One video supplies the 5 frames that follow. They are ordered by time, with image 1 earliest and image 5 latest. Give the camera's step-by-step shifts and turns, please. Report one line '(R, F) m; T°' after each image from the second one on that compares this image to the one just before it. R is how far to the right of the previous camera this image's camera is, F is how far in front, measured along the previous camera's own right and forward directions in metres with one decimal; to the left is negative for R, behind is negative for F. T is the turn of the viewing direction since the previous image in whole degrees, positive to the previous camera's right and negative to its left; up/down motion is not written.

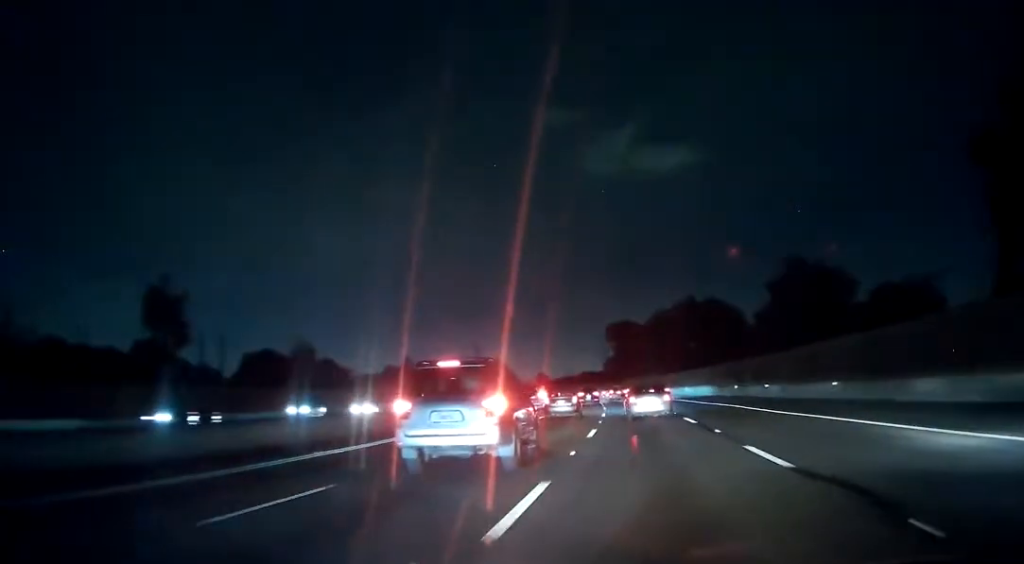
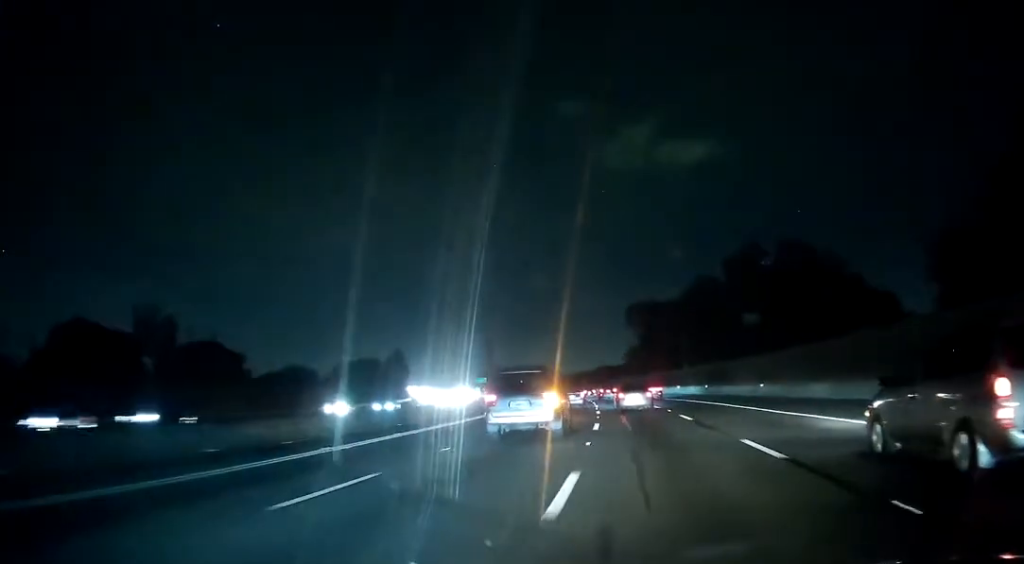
(-0.5, +43.1) m; -1°
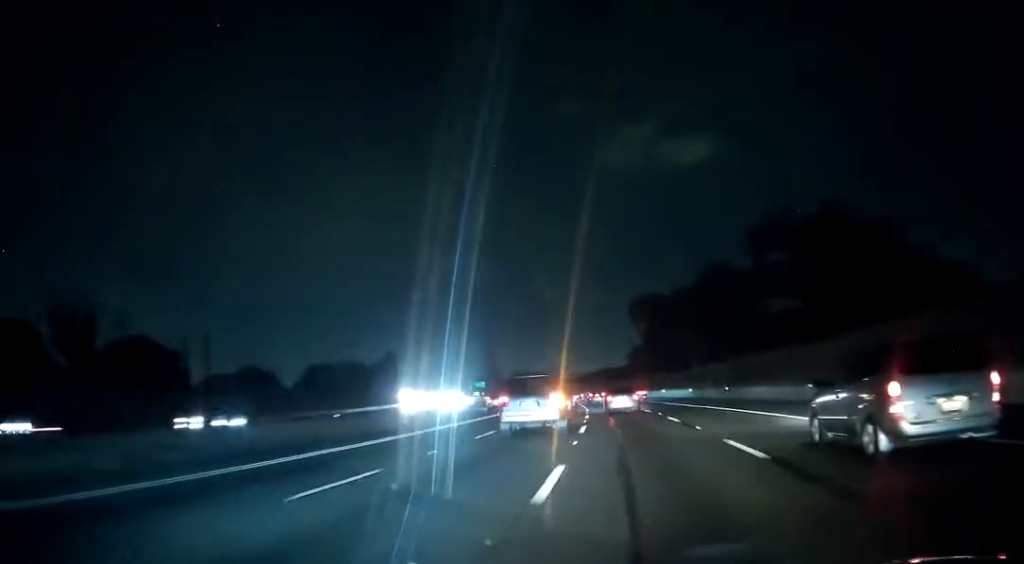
(-0.1, +14.1) m; 0°
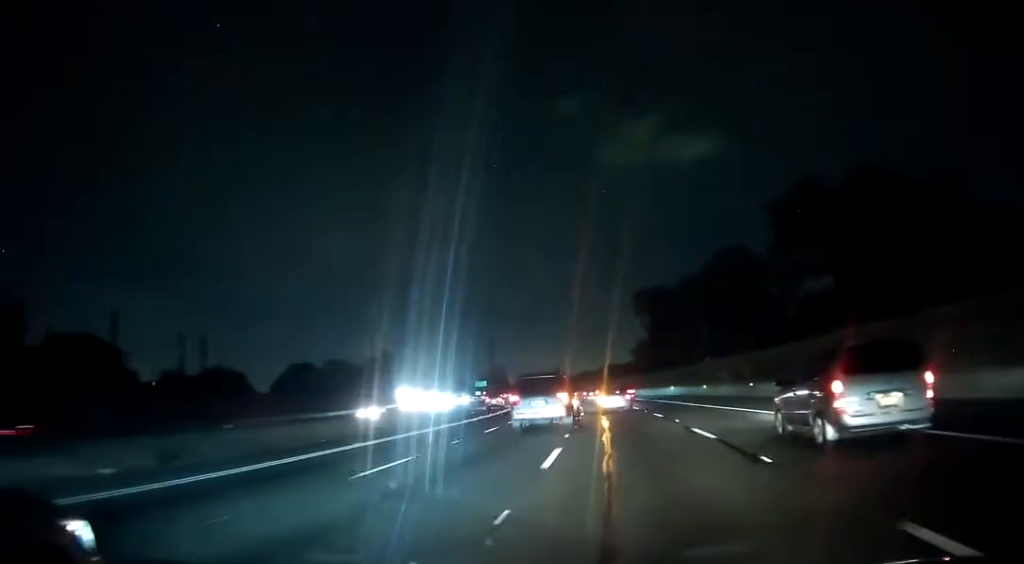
(+0.2, +11.1) m; 0°
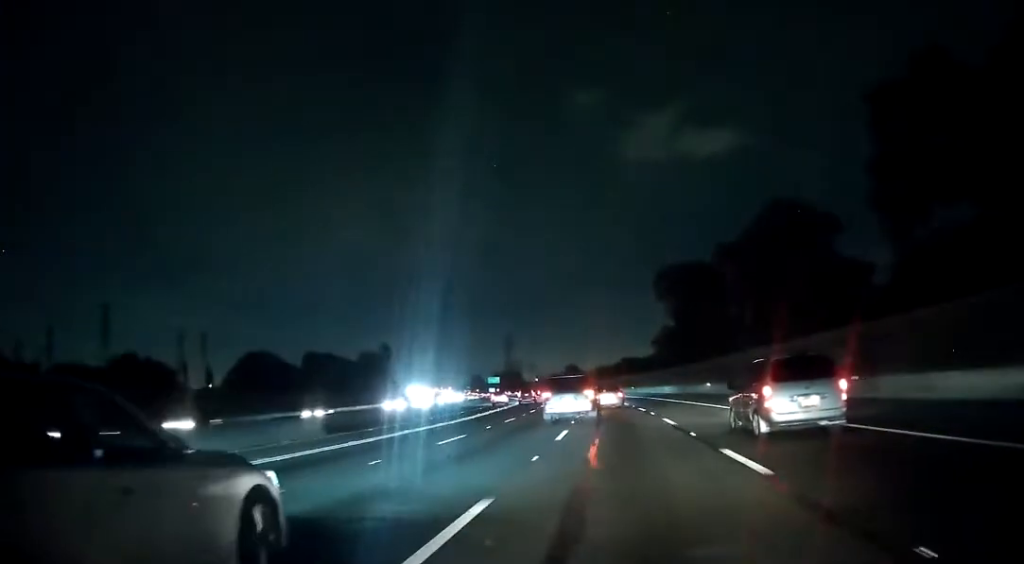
(-0.3, +20.9) m; -1°
